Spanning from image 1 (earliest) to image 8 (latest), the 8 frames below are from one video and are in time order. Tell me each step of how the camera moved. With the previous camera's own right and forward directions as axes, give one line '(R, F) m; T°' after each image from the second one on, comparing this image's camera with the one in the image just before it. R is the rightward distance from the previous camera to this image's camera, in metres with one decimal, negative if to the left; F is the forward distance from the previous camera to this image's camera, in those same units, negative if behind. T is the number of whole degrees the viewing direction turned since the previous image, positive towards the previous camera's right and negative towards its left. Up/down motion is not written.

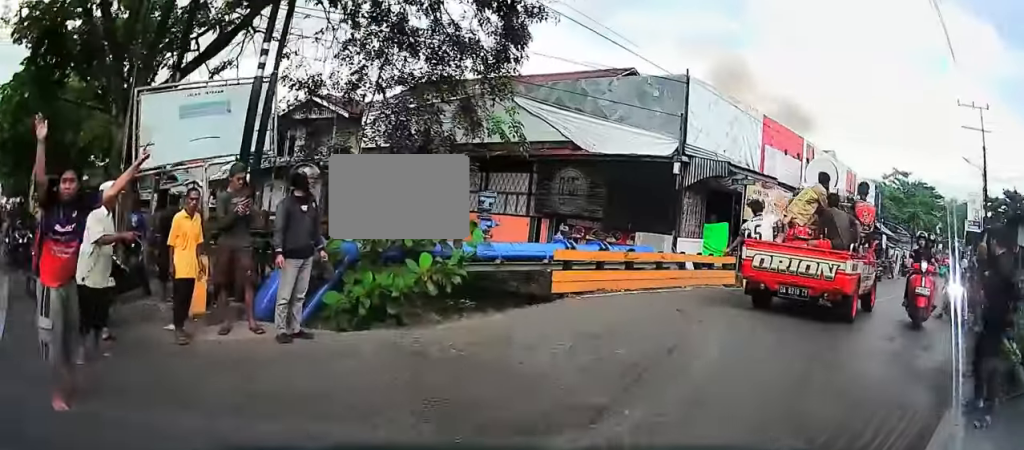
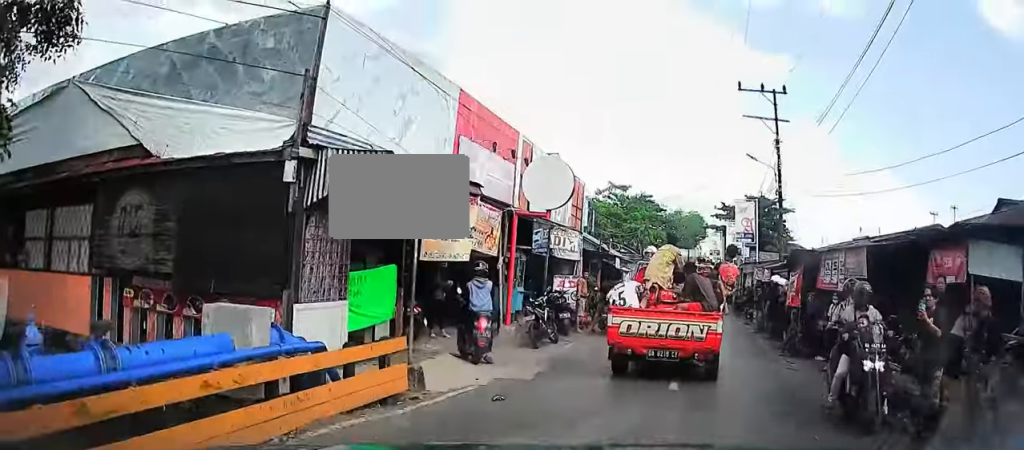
(+1.3, +6.1) m; +39°
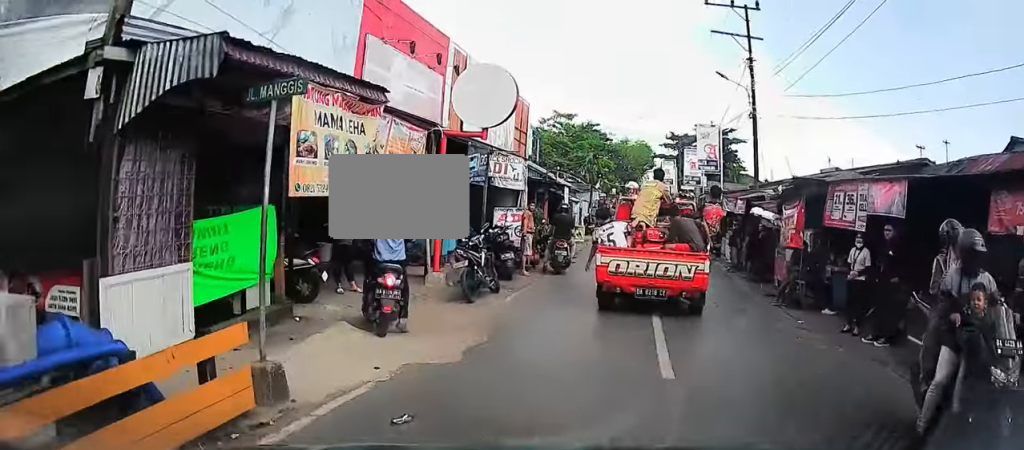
(+1.4, +2.4) m; +15°
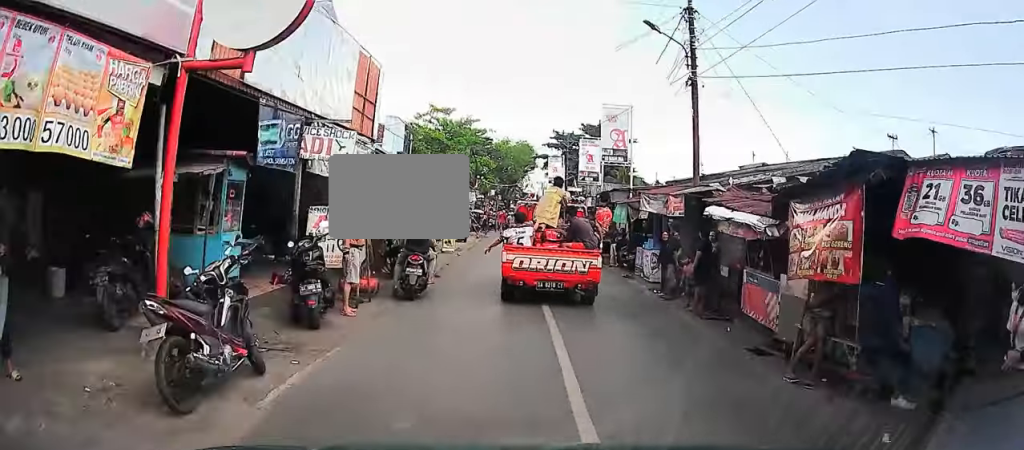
(+0.6, +5.5) m; +4°
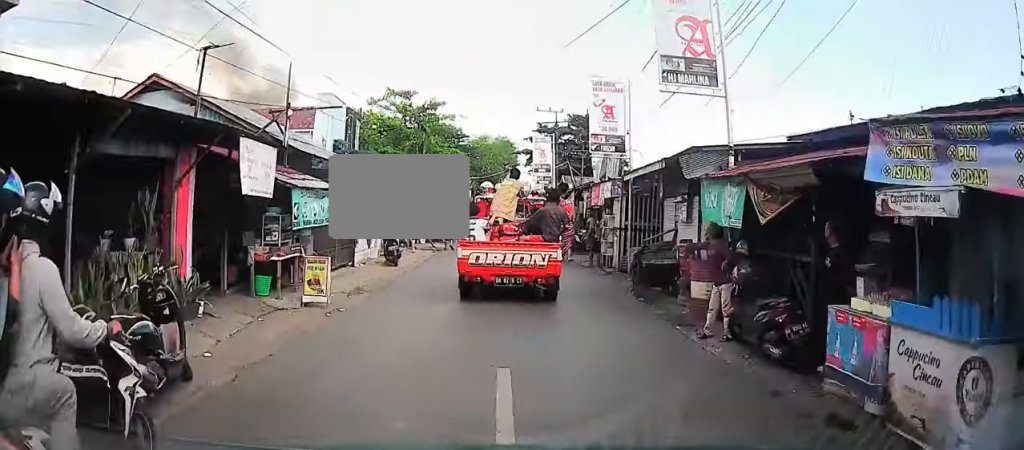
(-0.3, +8.7) m; -2°
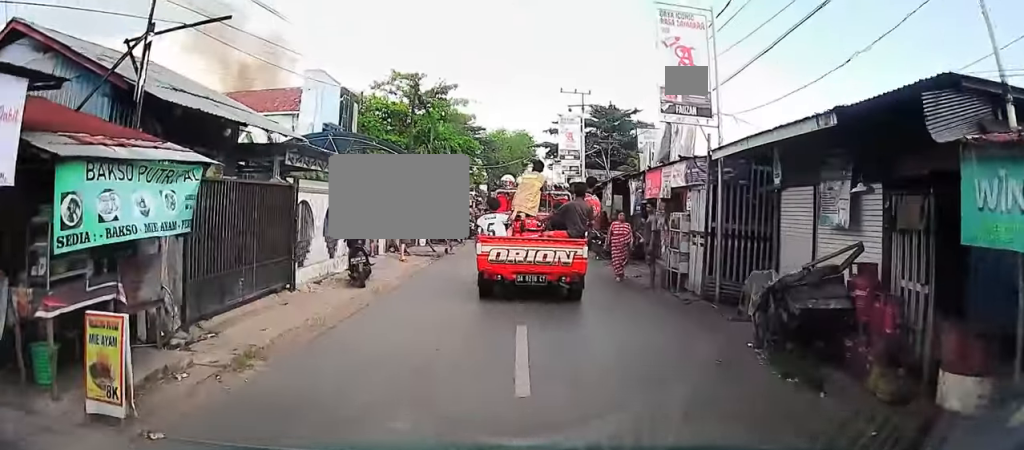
(0.0, +3.7) m; 0°
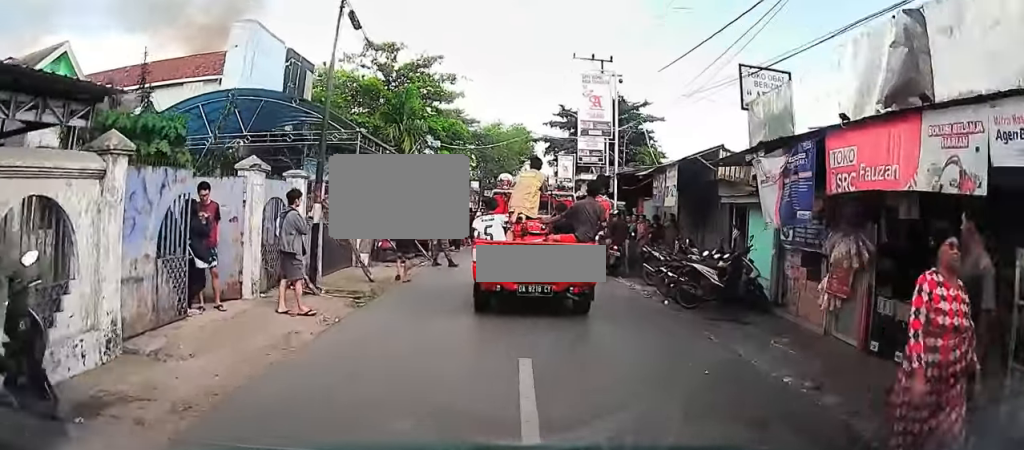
(0.0, +7.9) m; 0°
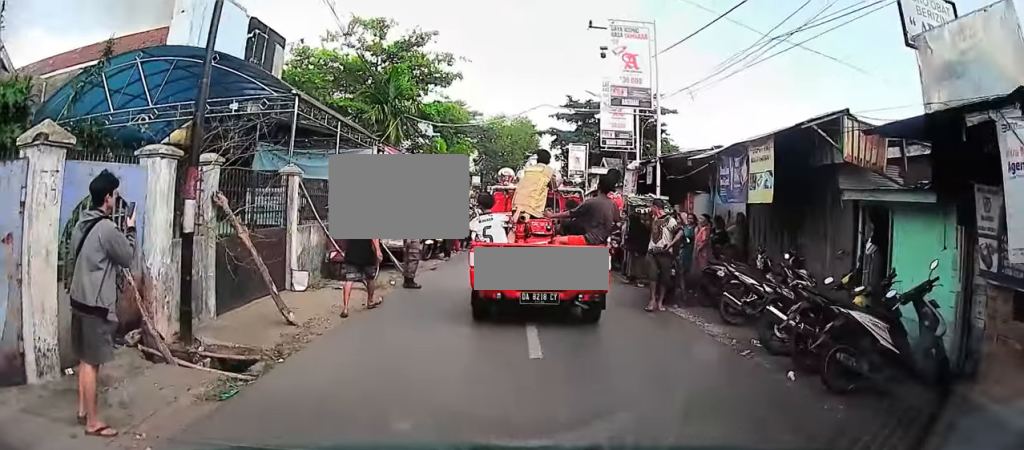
(0.0, +5.2) m; 0°
